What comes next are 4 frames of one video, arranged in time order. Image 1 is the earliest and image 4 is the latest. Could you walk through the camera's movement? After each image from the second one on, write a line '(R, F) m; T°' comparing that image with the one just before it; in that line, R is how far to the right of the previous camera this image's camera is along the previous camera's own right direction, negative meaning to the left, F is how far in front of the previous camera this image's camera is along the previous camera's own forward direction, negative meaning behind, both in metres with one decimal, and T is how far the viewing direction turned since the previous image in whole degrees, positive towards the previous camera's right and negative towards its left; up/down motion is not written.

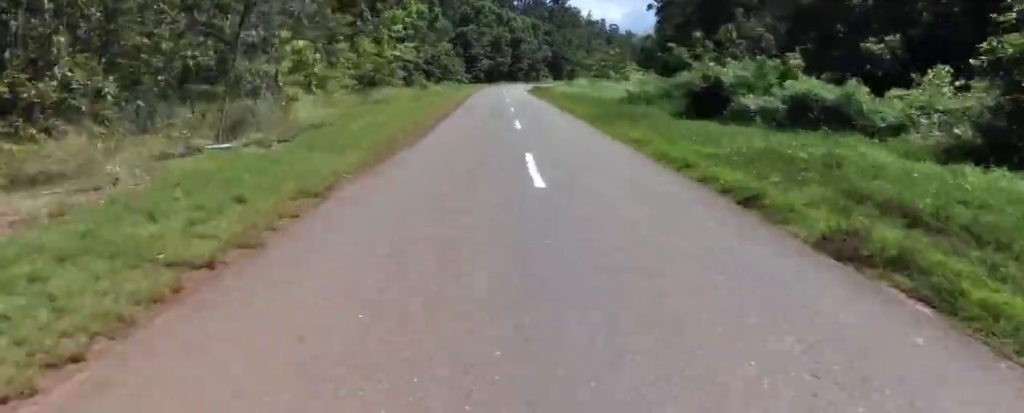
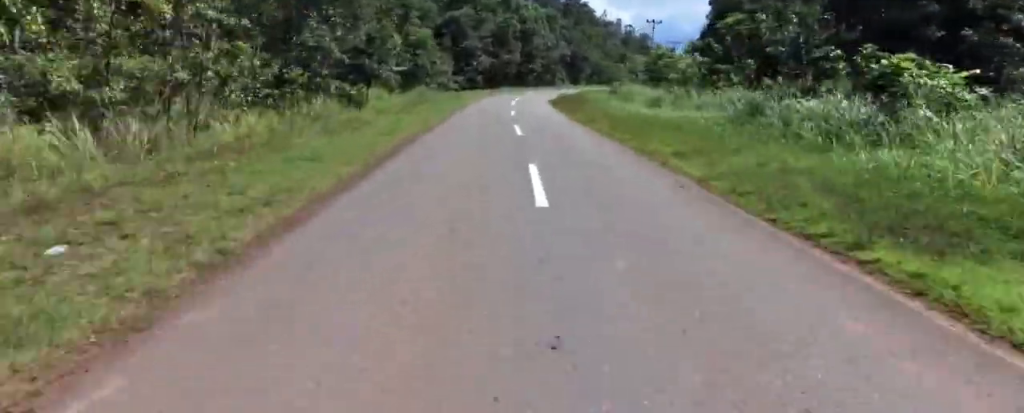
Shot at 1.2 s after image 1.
(-0.8, +25.6) m; +1°
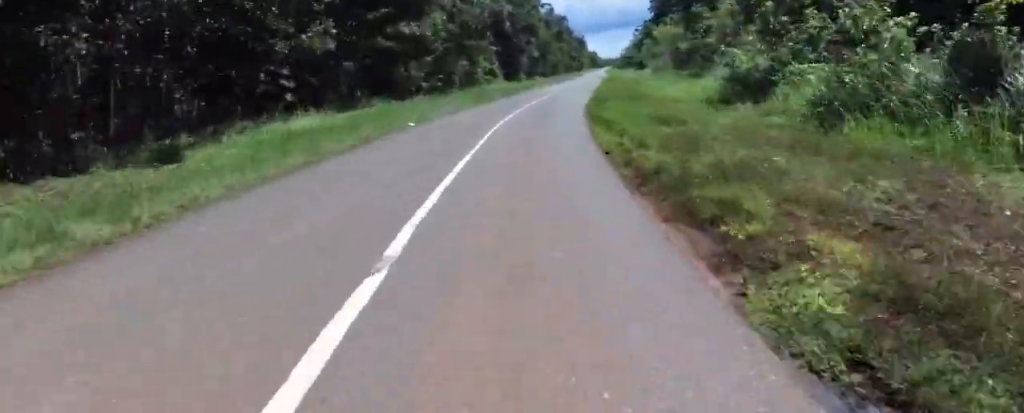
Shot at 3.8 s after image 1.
(+4.0, +54.1) m; +11°
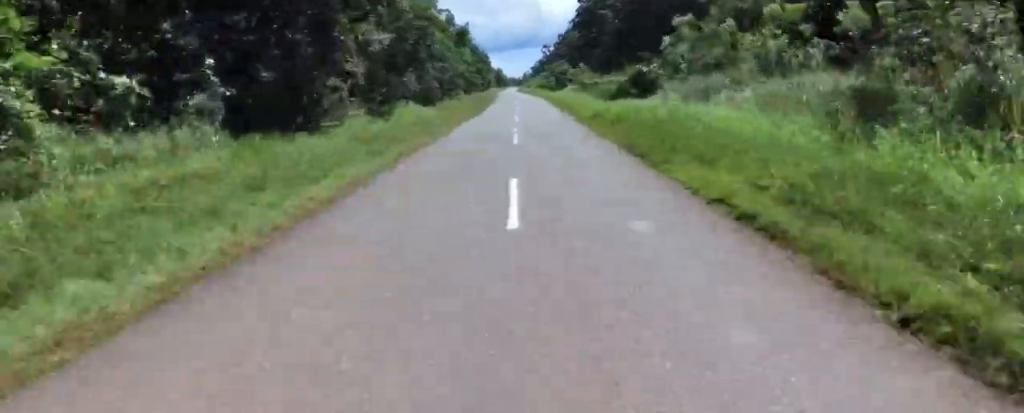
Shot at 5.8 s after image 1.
(+4.6, +39.7) m; +8°
